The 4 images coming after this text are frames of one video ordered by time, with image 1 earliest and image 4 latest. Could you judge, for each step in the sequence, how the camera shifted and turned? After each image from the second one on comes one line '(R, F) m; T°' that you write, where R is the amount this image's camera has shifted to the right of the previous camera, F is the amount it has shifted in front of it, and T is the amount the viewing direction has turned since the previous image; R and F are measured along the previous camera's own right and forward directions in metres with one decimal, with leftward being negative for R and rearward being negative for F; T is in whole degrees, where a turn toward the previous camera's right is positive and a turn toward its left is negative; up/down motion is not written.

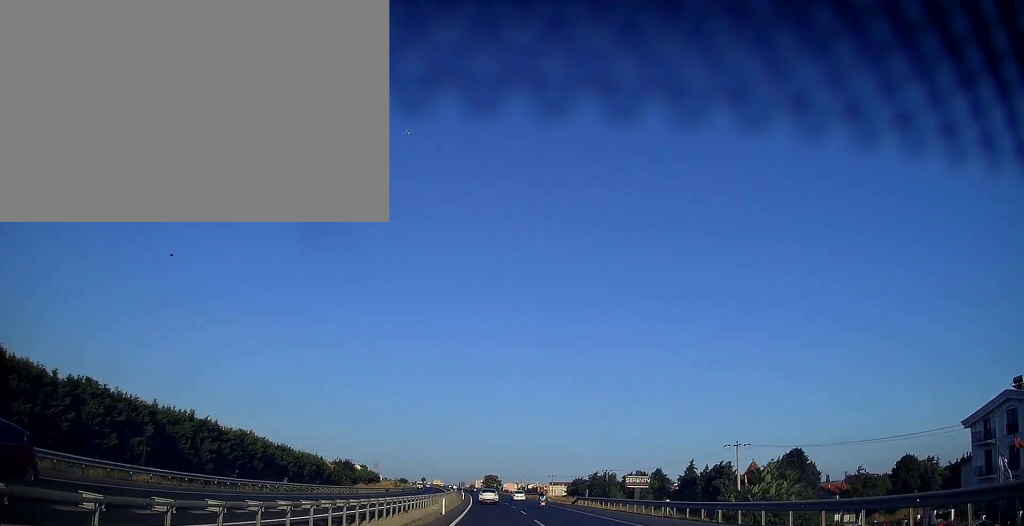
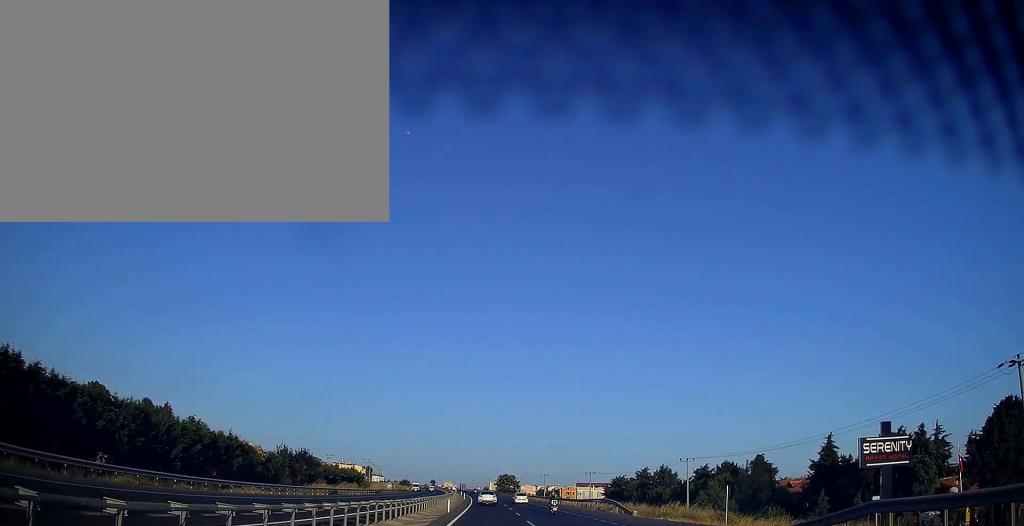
(-0.4, +45.3) m; -1°
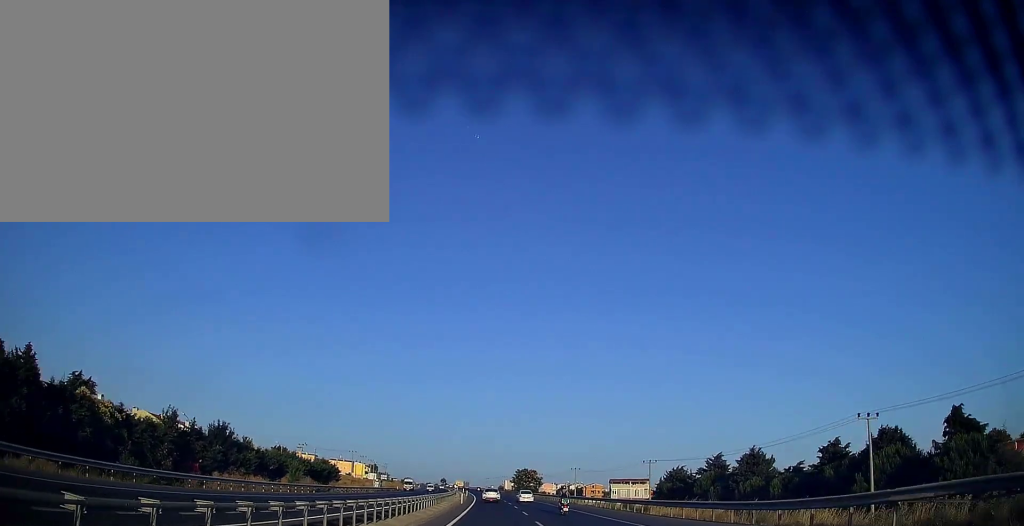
(-0.7, +38.9) m; -2°
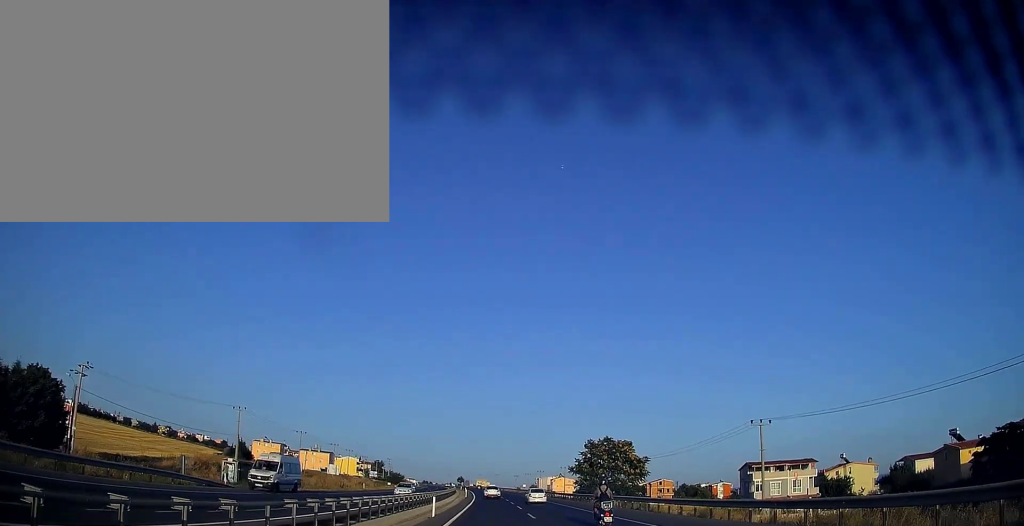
(-1.2, +89.0) m; -2°
